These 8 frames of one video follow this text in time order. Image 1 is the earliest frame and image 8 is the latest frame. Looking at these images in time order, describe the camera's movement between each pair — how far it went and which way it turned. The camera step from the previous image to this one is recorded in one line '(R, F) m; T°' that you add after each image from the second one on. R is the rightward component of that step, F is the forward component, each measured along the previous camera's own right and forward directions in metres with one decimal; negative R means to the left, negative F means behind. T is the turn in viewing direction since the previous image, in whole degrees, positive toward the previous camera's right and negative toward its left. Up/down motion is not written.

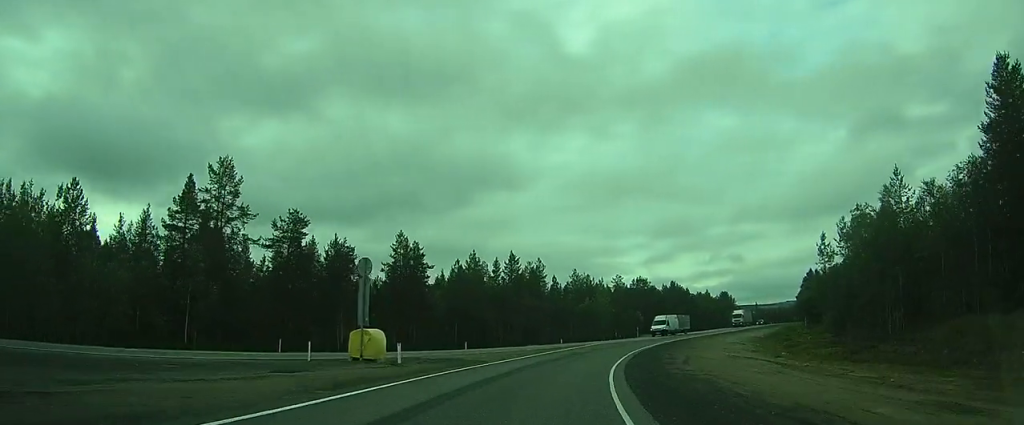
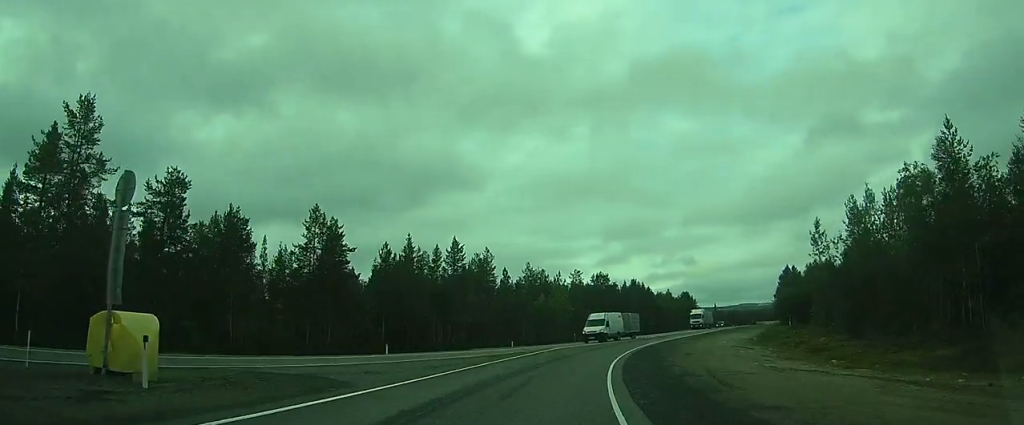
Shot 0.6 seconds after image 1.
(-0.4, +9.5) m; -4°
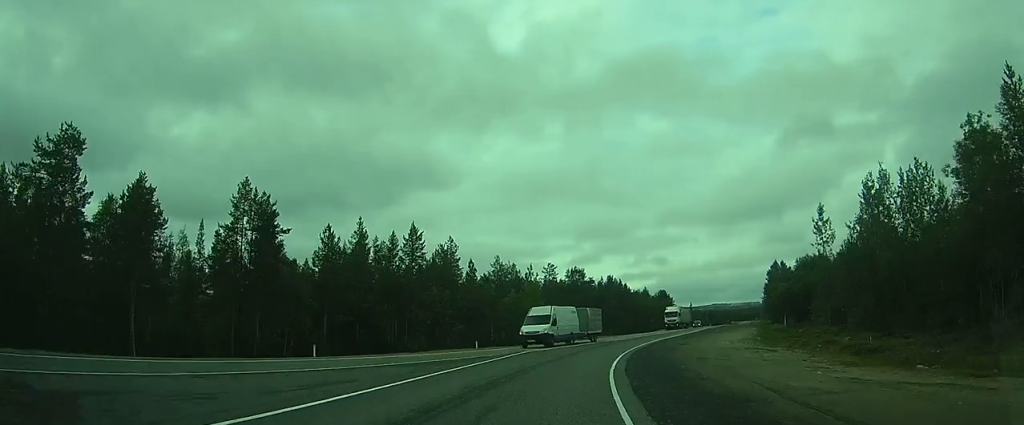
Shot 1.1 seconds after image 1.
(-0.1, +6.8) m; 0°
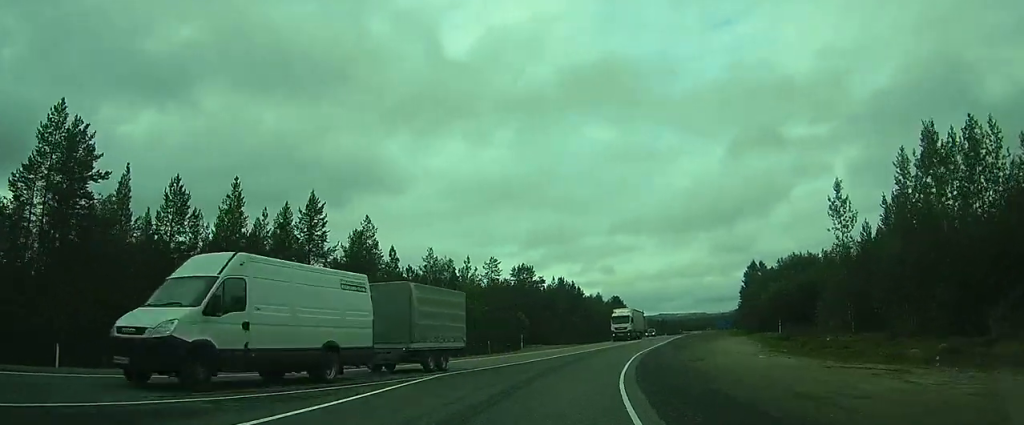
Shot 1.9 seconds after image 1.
(-0.1, +12.5) m; +1°
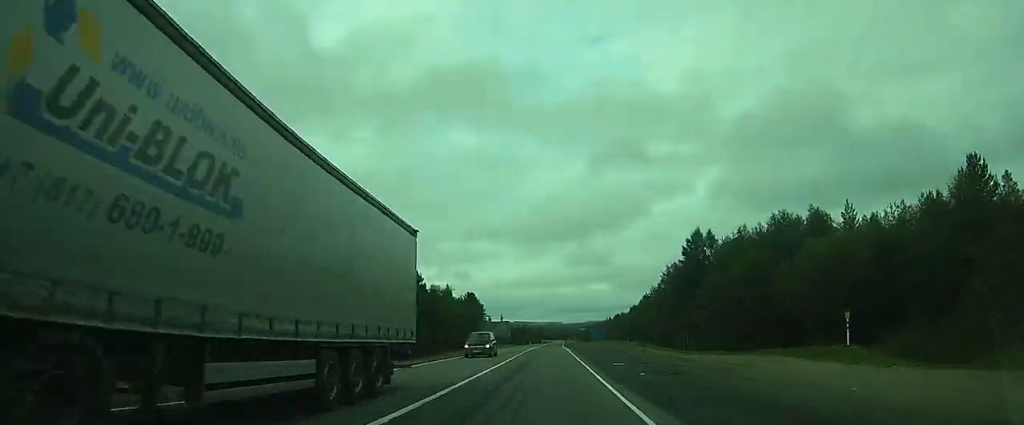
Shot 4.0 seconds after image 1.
(+3.7, +32.3) m; +12°
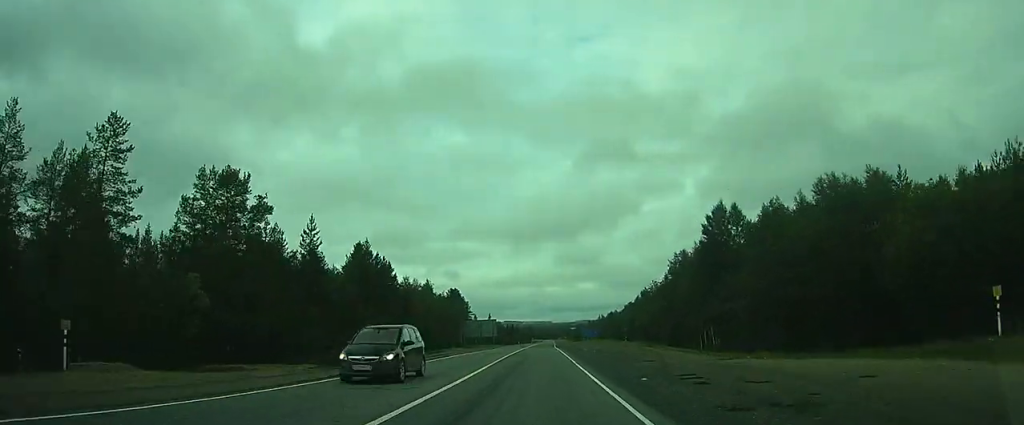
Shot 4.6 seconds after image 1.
(-0.1, +9.3) m; +2°
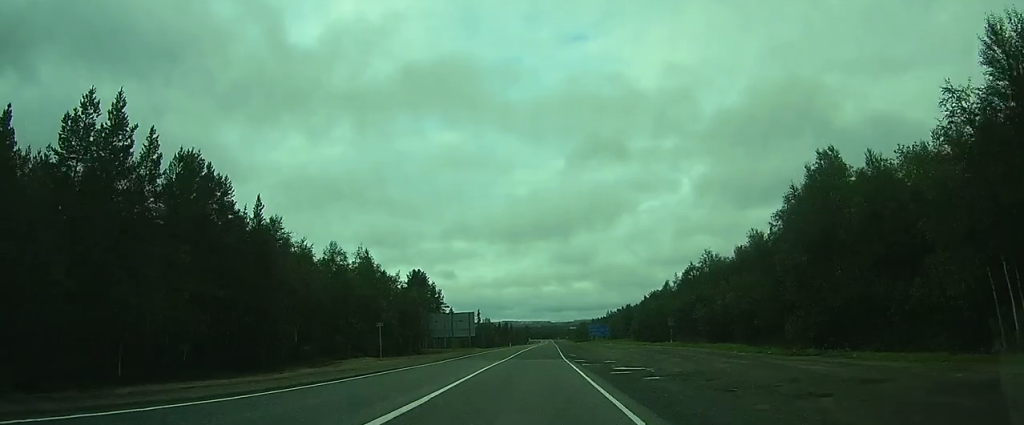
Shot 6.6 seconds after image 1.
(+1.6, +32.1) m; +3°
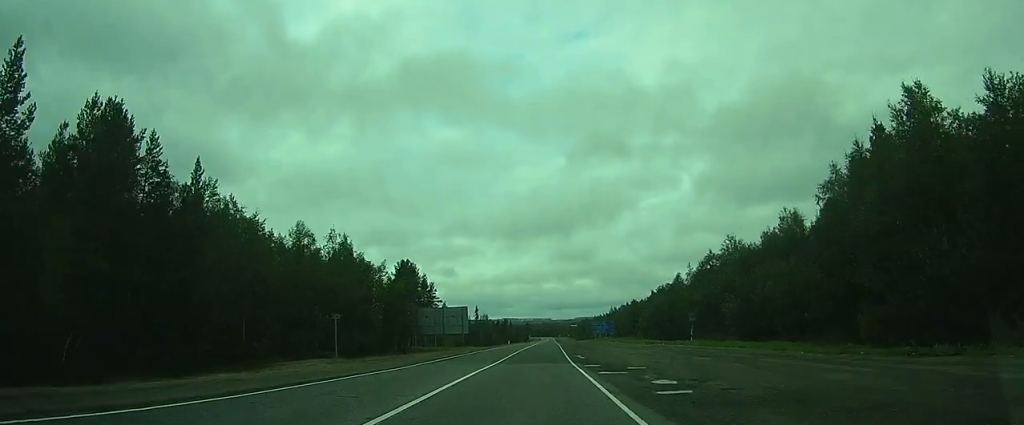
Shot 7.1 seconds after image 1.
(0.0, +7.7) m; +1°
